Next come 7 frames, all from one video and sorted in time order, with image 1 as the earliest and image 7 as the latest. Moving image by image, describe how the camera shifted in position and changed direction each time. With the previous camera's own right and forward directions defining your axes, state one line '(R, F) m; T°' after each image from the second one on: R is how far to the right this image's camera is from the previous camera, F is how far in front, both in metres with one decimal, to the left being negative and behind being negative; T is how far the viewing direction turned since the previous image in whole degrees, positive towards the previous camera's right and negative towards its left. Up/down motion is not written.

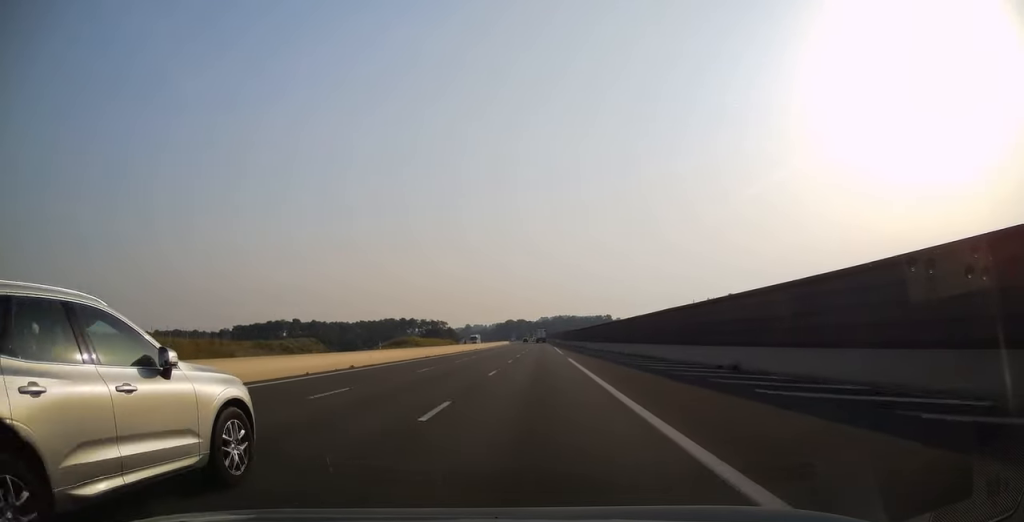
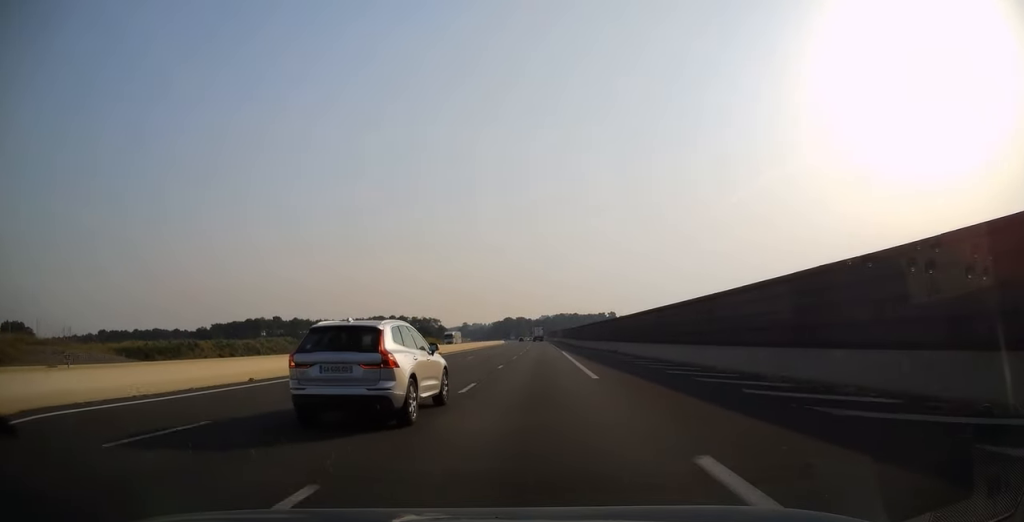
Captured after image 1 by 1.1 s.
(-0.1, +33.4) m; 0°
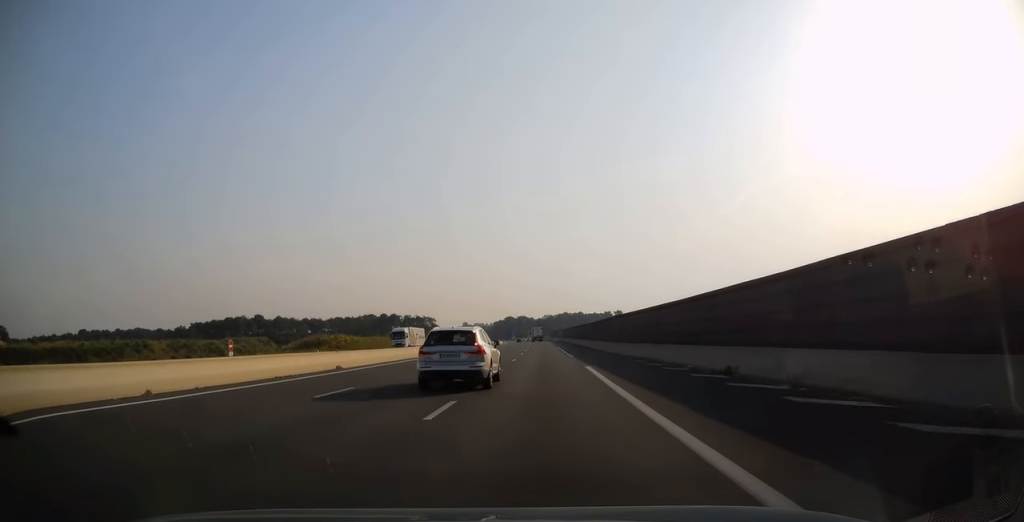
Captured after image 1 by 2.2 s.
(+0.2, +31.0) m; 0°
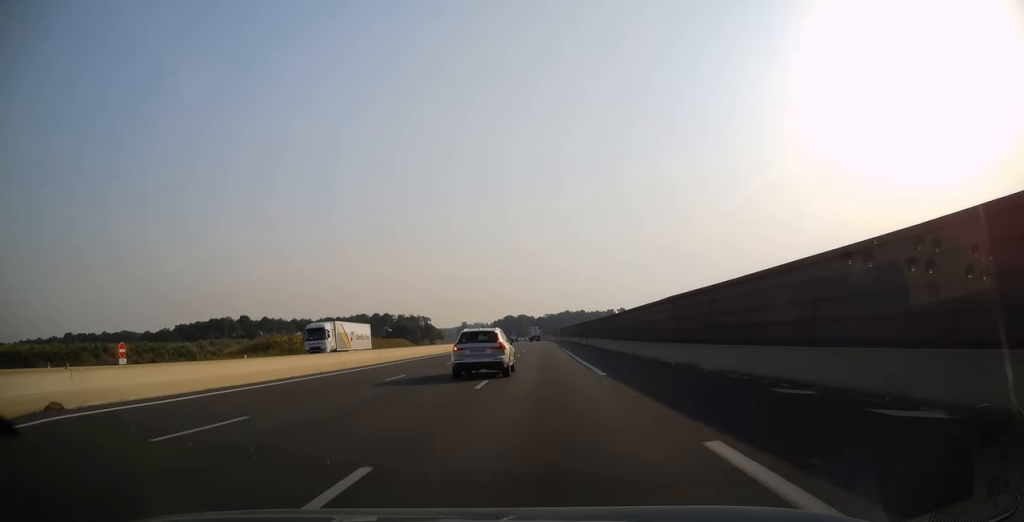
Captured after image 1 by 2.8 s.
(-0.2, +19.7) m; 0°
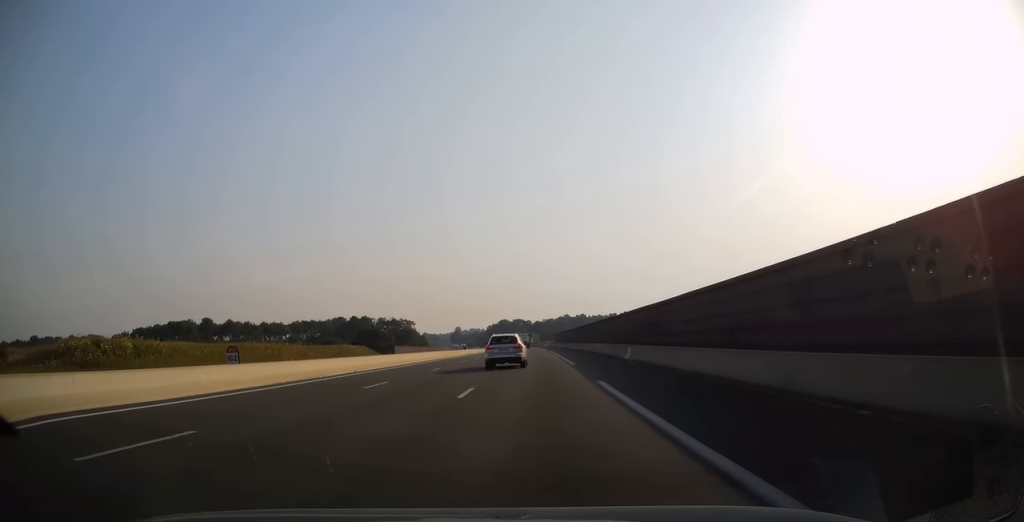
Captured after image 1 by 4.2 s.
(+0.1, +40.2) m; 0°
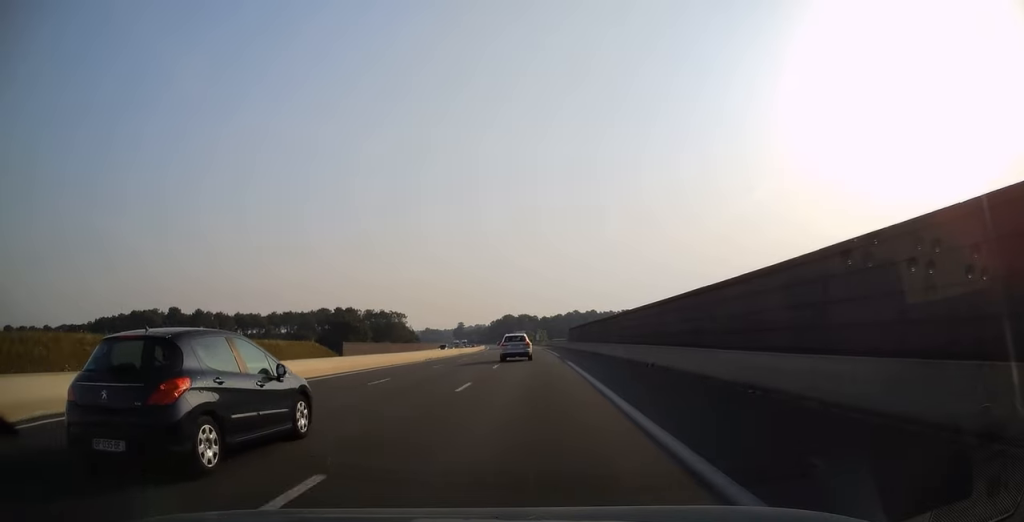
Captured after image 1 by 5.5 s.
(-0.3, +37.2) m; -1°
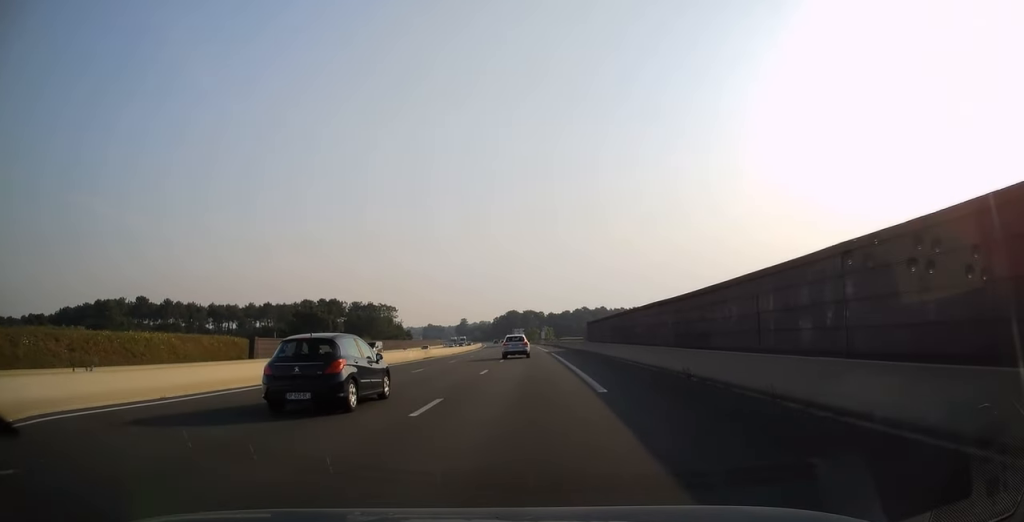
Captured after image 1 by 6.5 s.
(-0.3, +30.9) m; -1°
